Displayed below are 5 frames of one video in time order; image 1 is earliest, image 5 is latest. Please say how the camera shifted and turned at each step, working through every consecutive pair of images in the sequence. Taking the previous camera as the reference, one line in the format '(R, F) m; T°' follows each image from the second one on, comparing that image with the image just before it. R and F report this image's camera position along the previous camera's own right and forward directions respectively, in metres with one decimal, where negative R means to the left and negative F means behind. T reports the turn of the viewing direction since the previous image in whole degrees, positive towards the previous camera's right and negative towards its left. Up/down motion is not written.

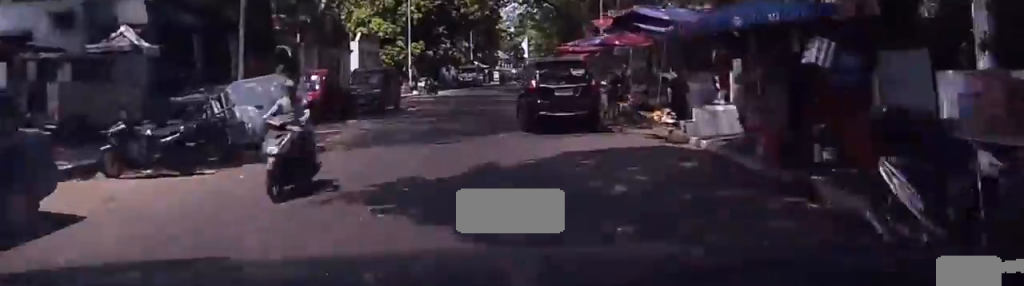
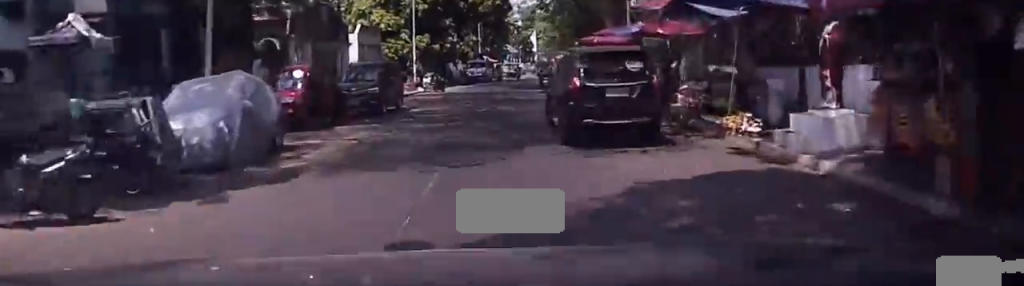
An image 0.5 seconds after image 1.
(+0.1, +3.7) m; -1°
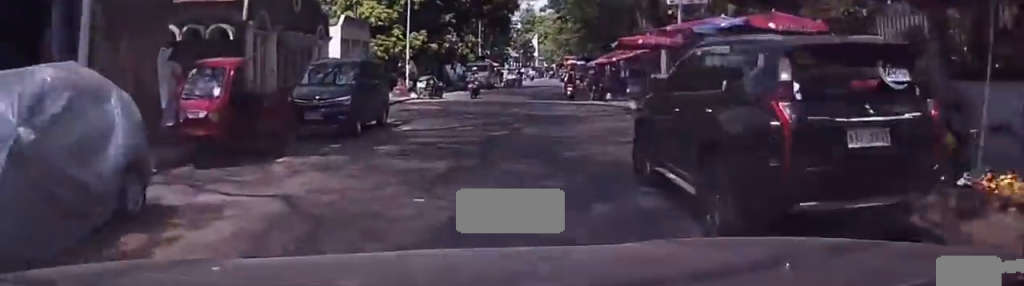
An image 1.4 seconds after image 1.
(-0.2, +6.4) m; +2°
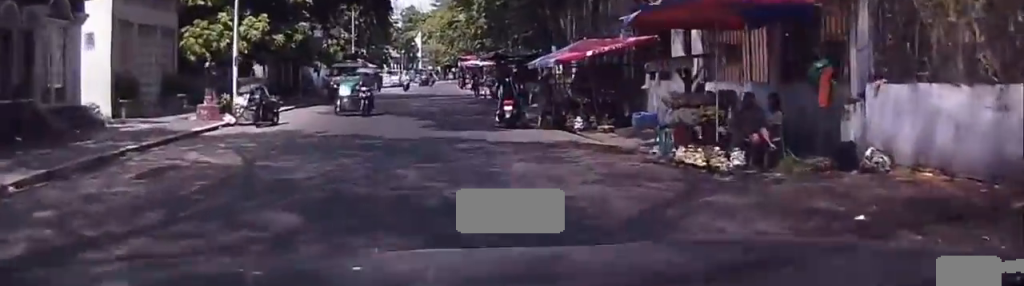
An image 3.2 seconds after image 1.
(+0.9, +13.6) m; +7°
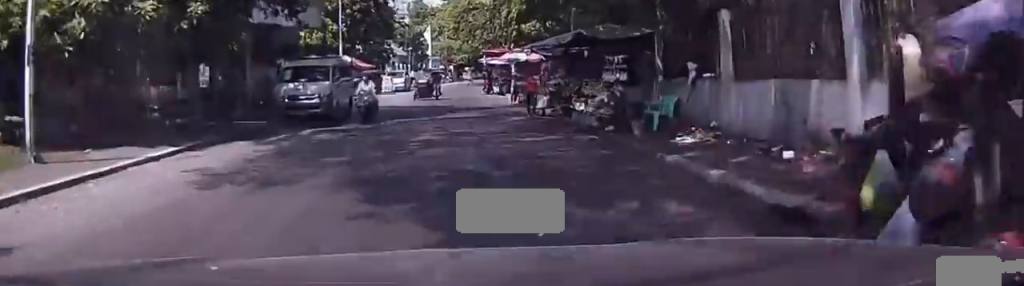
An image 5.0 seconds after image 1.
(+0.4, +14.3) m; -1°
